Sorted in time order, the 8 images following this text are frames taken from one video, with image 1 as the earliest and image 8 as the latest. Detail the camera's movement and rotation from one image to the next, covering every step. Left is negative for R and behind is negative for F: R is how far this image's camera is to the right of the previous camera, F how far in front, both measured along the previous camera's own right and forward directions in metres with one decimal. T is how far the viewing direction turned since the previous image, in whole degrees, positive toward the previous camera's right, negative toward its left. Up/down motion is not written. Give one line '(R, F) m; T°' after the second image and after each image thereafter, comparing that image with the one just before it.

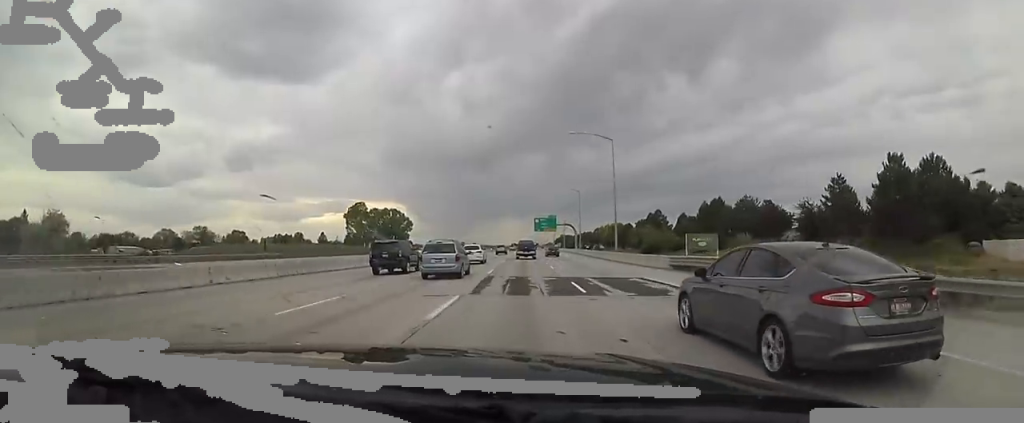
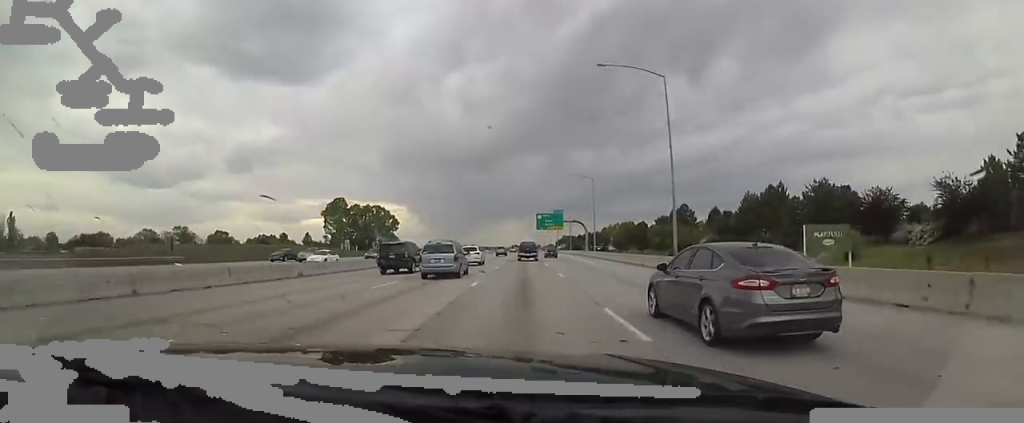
(0.0, +23.9) m; 0°
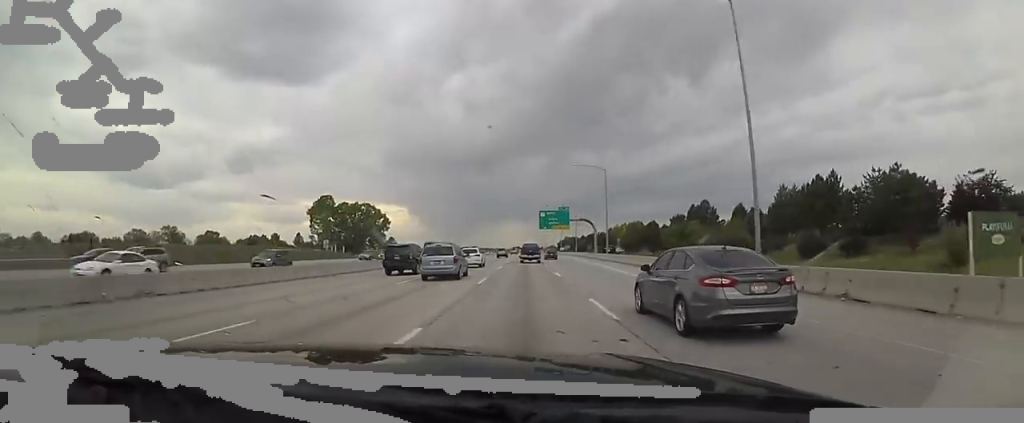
(0.0, +13.5) m; 0°
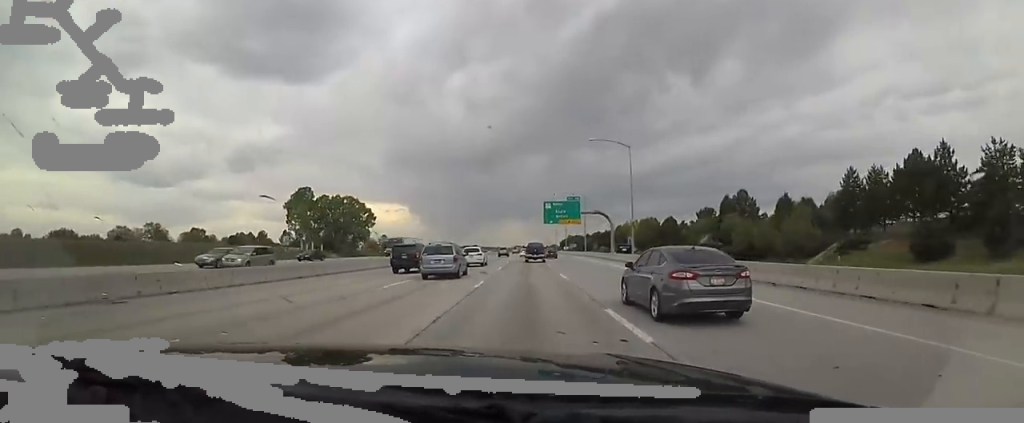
(0.0, +18.4) m; 0°
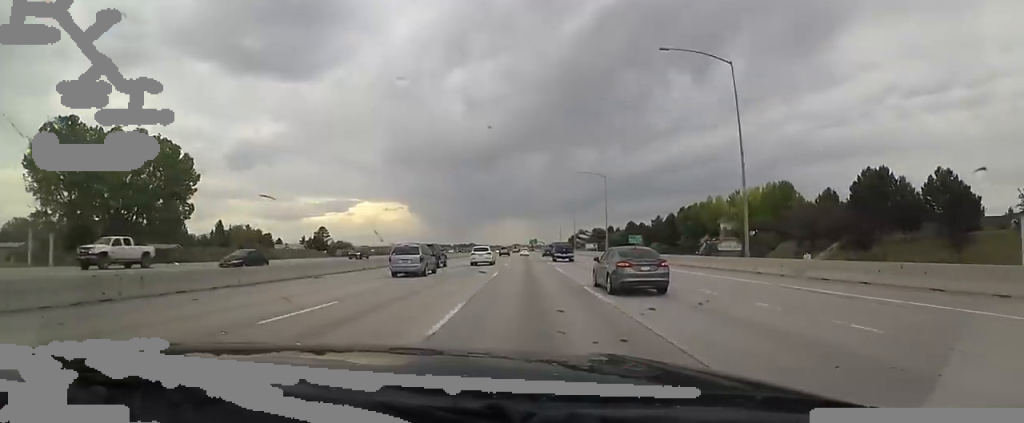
(0.0, +83.3) m; 0°
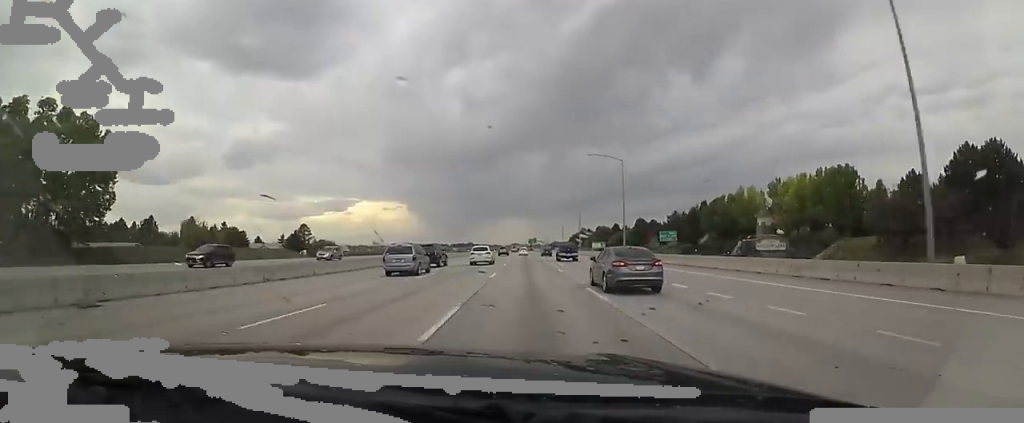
(0.0, +14.9) m; 0°
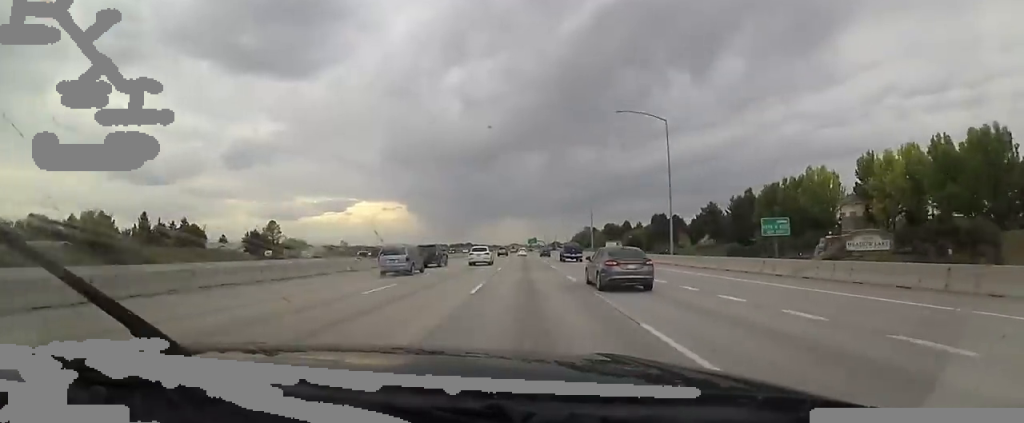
(0.0, +21.9) m; 0°
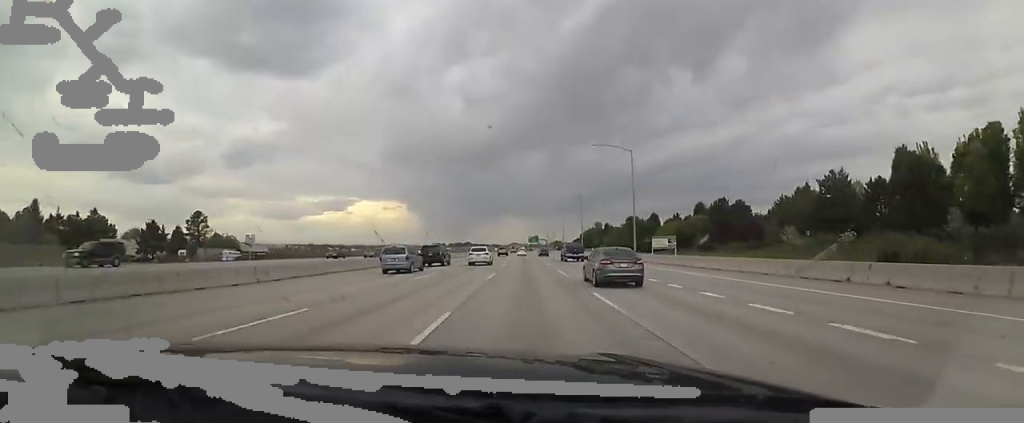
(0.0, +36.9) m; 0°
